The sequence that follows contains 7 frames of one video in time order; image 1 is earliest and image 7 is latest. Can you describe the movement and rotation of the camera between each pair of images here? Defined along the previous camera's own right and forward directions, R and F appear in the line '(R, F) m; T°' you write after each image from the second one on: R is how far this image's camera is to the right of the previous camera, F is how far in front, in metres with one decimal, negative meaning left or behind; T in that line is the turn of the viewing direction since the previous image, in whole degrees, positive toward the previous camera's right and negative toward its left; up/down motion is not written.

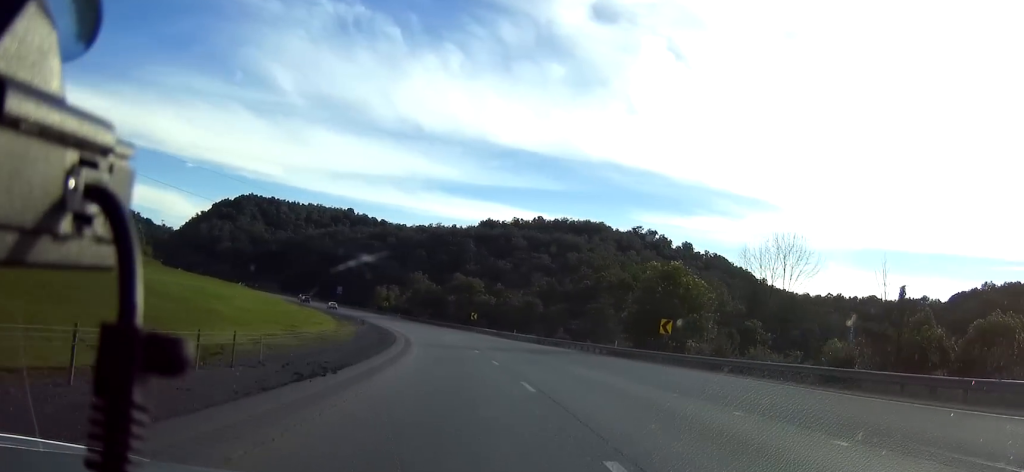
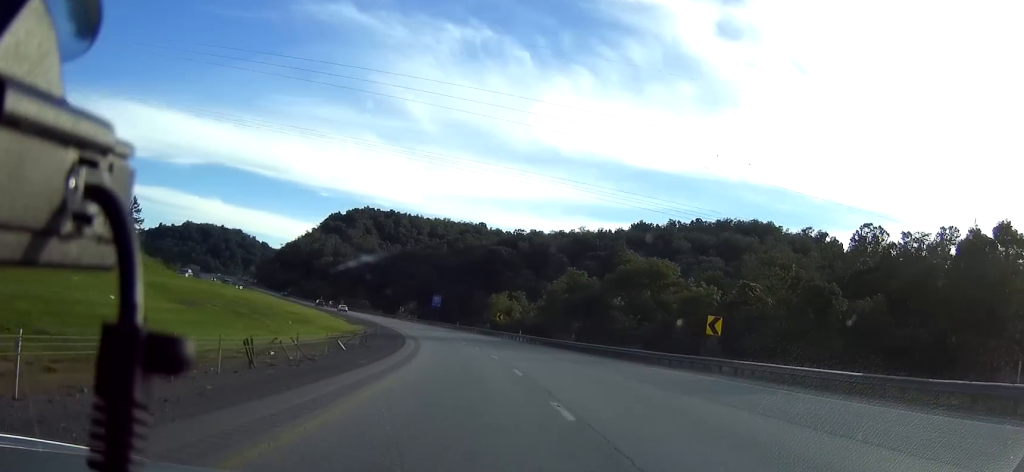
(-7.2, +76.8) m; -11°
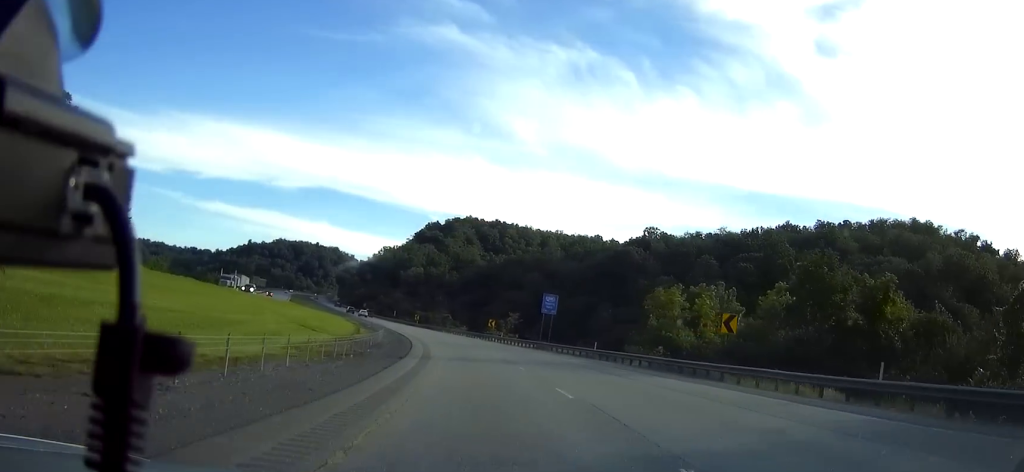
(-5.3, +67.4) m; -8°
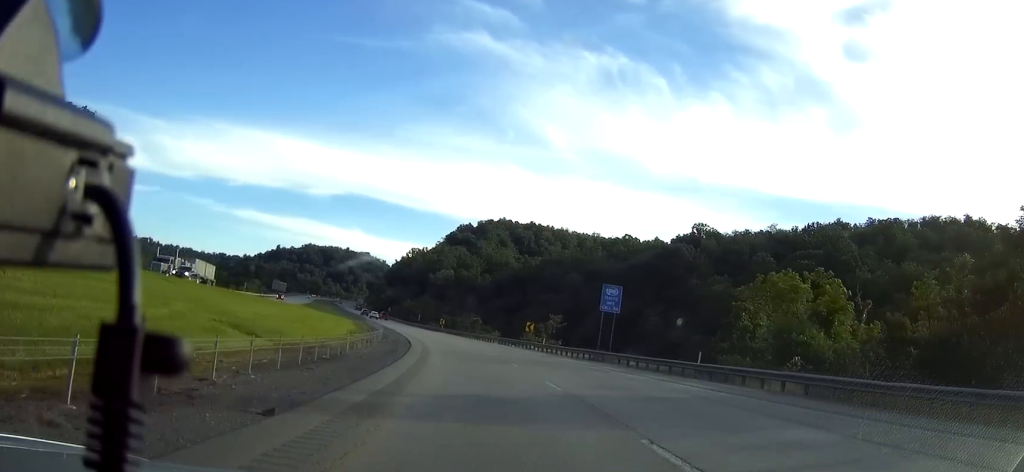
(-0.6, +21.9) m; -3°
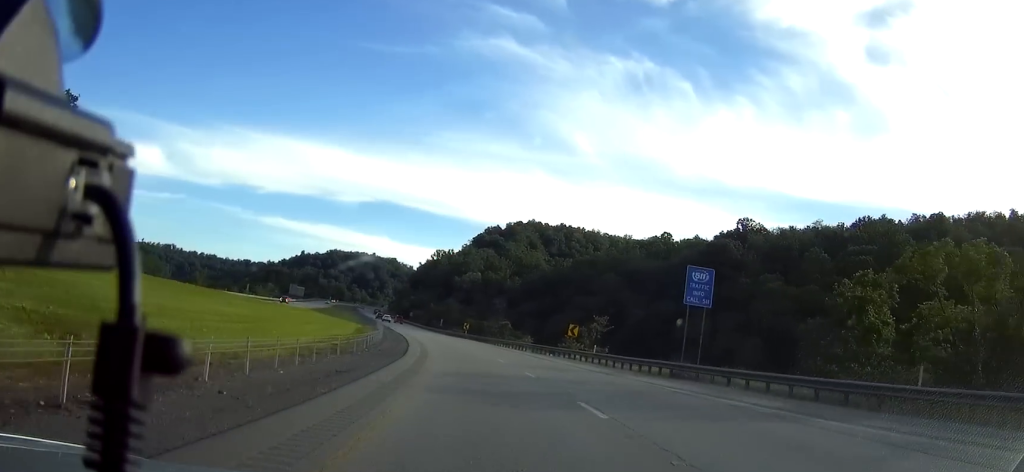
(-0.2, +18.4) m; -2°
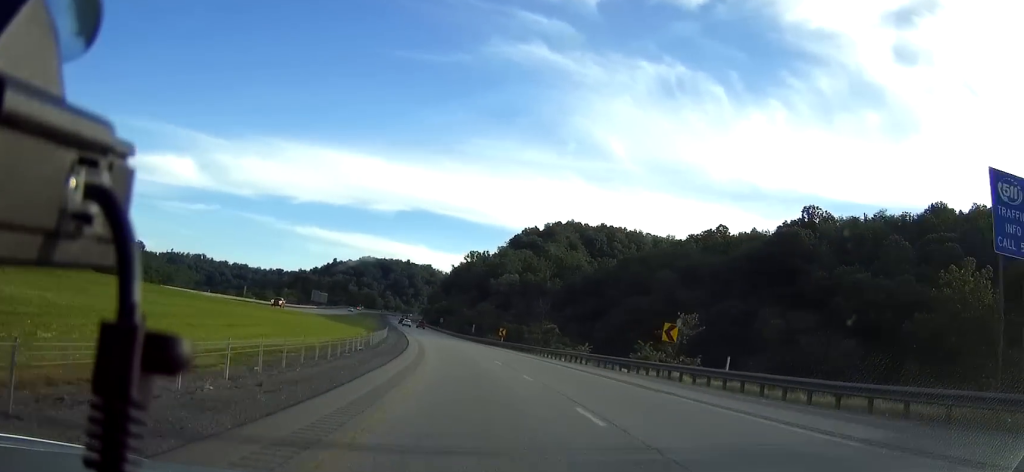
(-0.7, +25.1) m; -3°
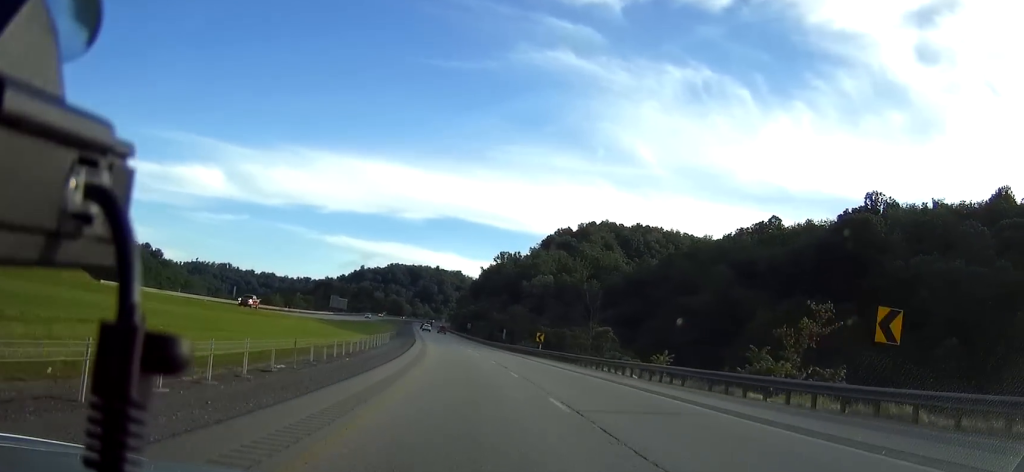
(-0.2, +21.6) m; -2°
